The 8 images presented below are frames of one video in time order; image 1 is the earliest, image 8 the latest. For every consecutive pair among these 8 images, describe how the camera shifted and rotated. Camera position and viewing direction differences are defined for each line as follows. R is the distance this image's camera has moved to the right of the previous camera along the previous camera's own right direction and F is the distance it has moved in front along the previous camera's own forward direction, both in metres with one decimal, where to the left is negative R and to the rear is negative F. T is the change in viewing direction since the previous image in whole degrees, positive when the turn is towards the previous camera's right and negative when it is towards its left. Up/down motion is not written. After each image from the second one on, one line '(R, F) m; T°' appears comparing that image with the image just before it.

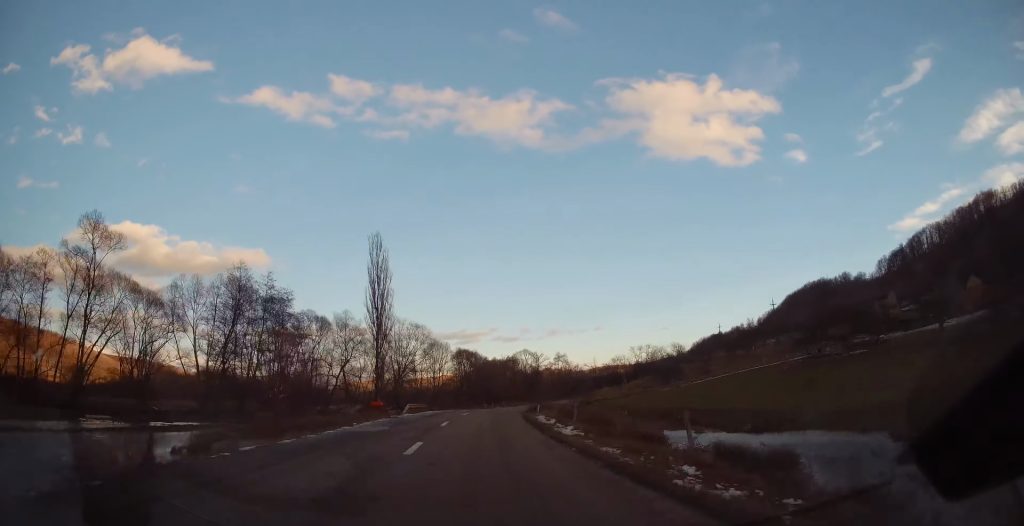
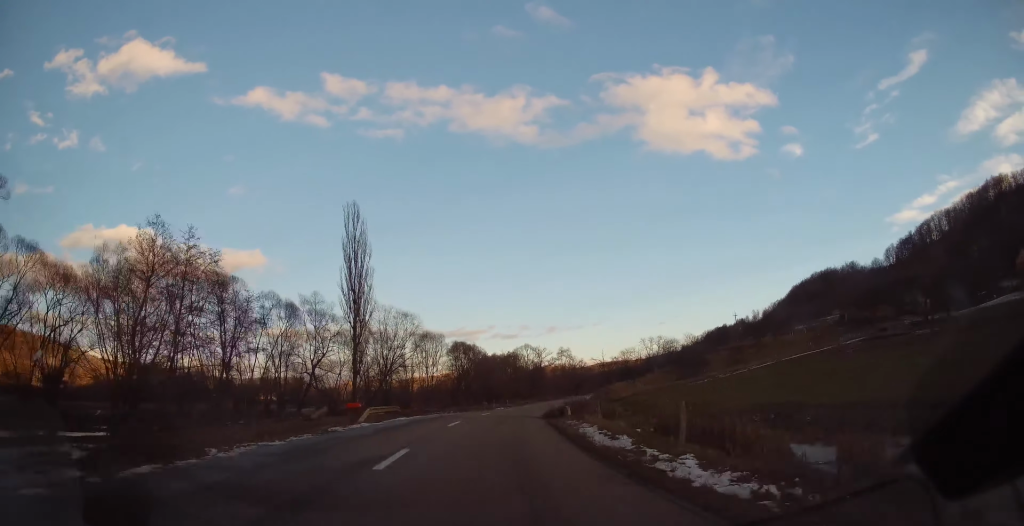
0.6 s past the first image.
(+0.1, +13.8) m; +1°
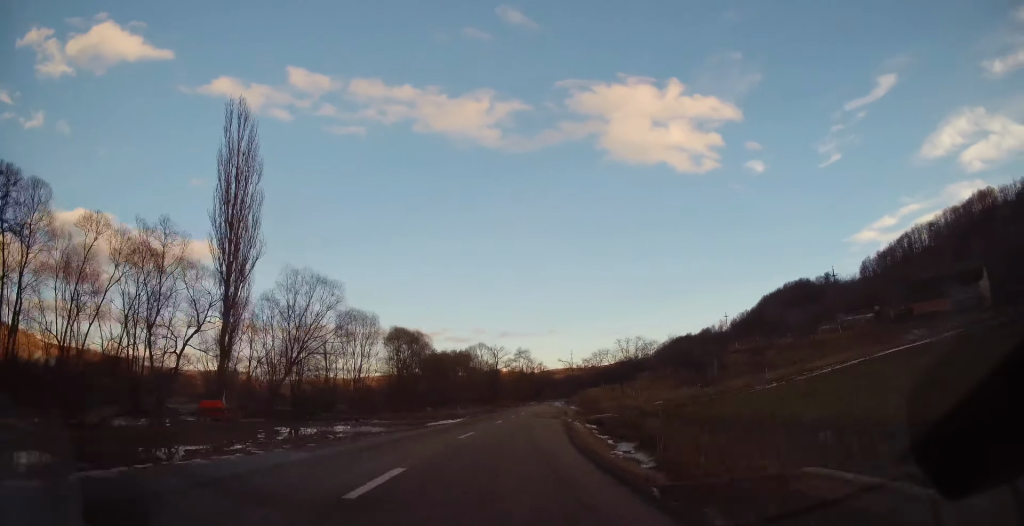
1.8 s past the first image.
(+0.6, +25.0) m; +5°
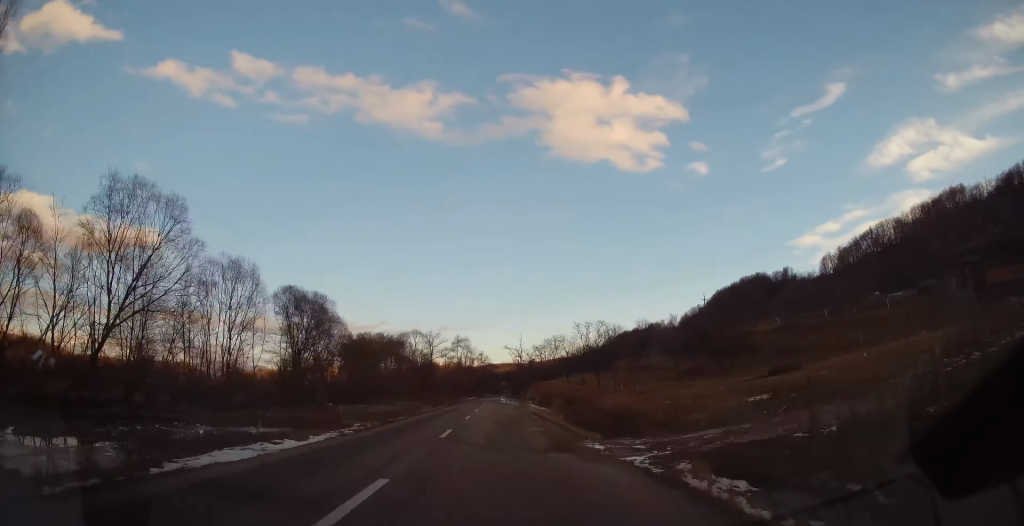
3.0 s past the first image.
(+1.5, +24.7) m; +5°
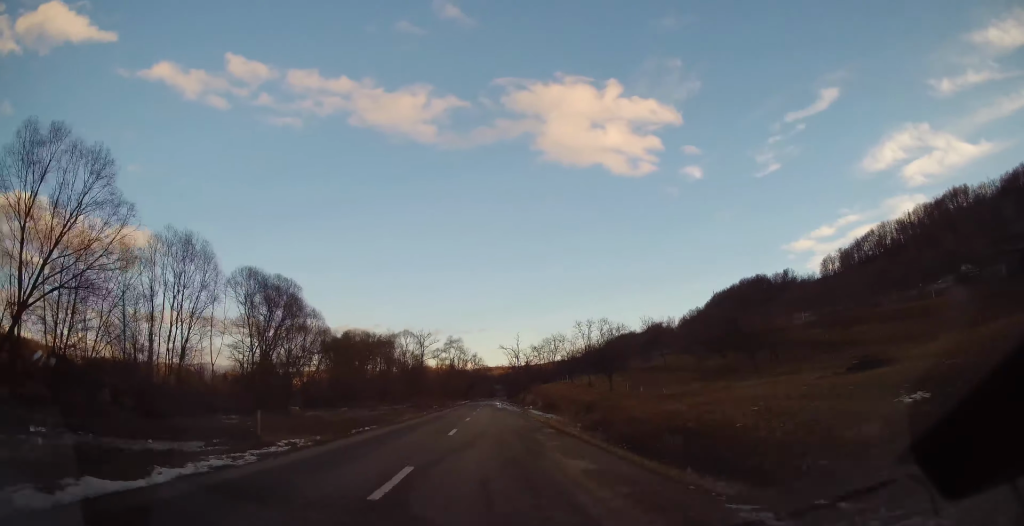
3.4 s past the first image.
(+0.1, +9.2) m; +1°
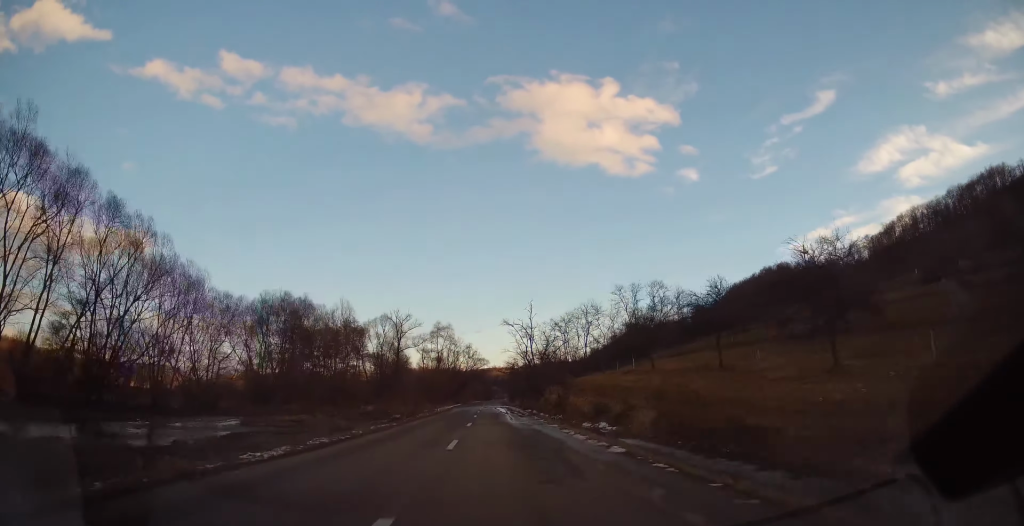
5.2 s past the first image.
(-0.1, +38.7) m; -1°
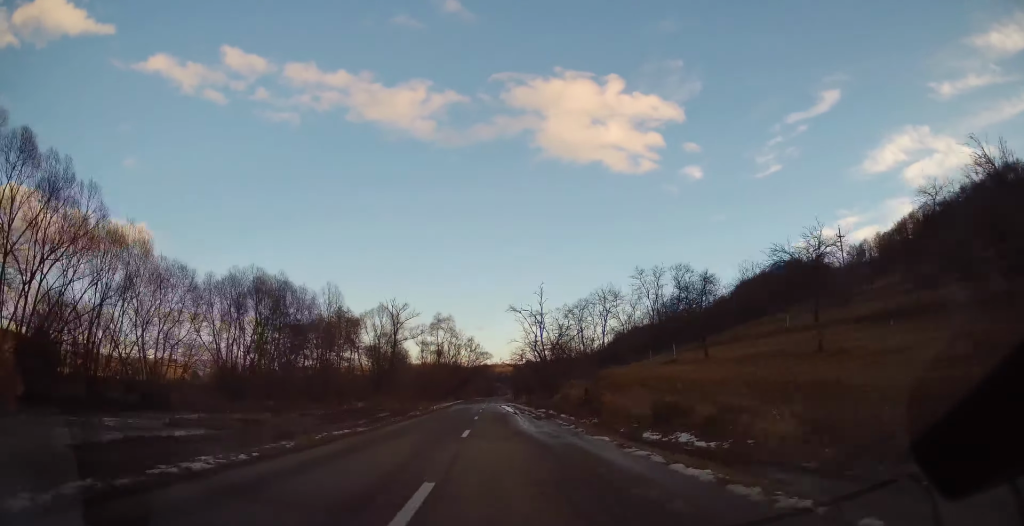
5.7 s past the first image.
(-0.2, +9.2) m; 0°
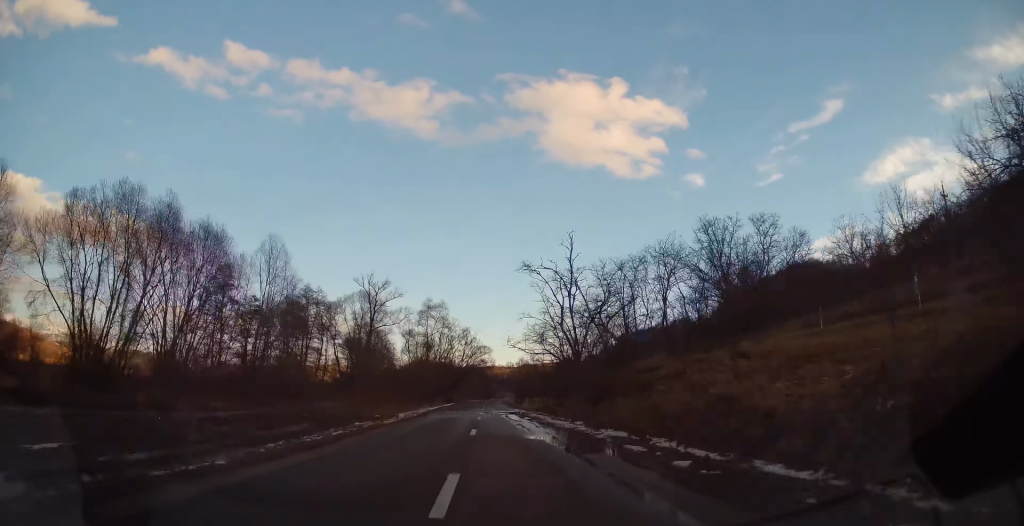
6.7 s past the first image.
(+0.3, +22.0) m; +1°
